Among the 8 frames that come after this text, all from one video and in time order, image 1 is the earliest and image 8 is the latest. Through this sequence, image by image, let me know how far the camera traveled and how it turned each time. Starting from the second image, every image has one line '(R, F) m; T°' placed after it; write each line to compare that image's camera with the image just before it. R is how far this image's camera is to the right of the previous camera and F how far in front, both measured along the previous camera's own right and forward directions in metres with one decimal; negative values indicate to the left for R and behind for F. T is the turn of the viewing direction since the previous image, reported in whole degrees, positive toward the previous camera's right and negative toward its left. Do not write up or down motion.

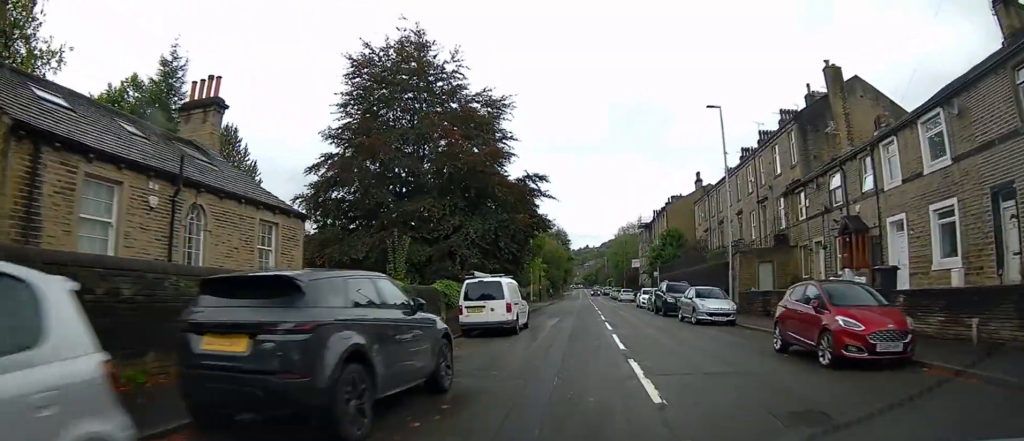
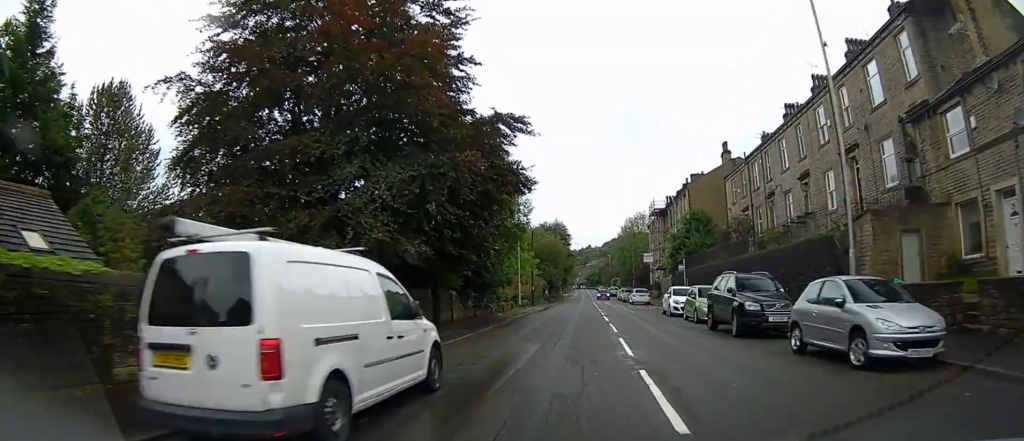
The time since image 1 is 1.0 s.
(+0.1, +12.6) m; 0°
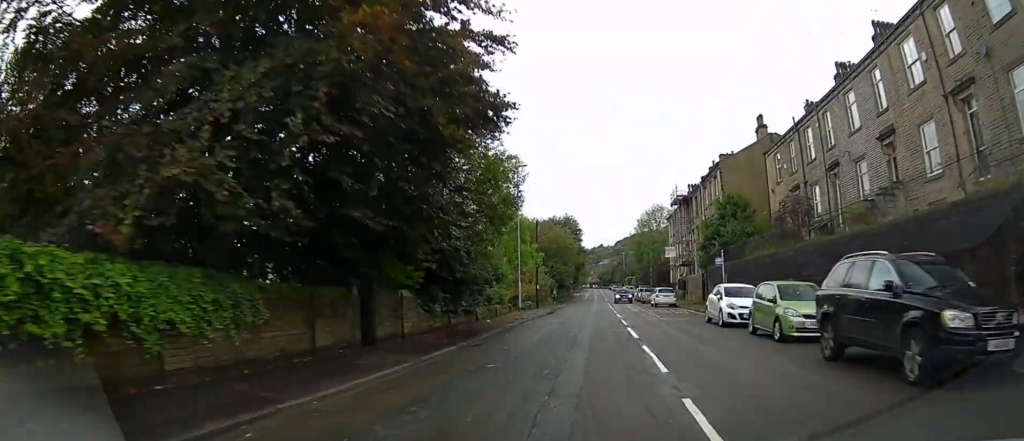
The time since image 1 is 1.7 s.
(+0.1, +8.3) m; -1°
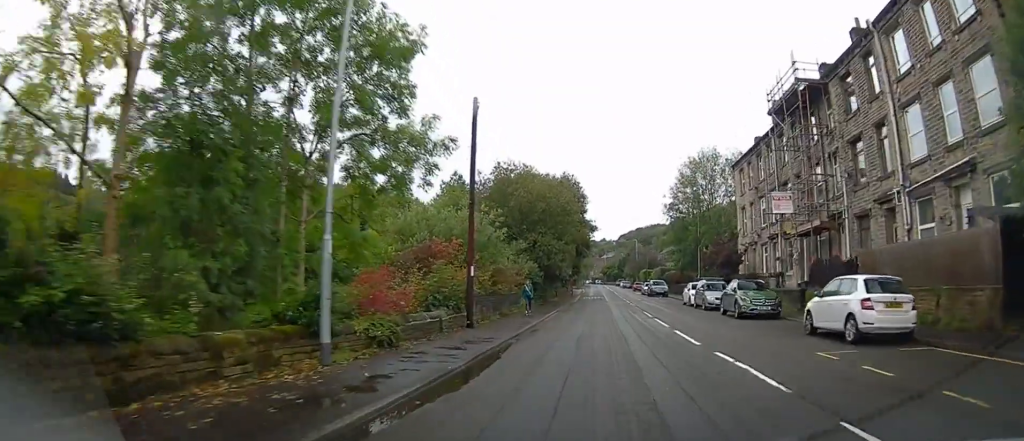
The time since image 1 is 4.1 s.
(-0.1, +30.4) m; 0°
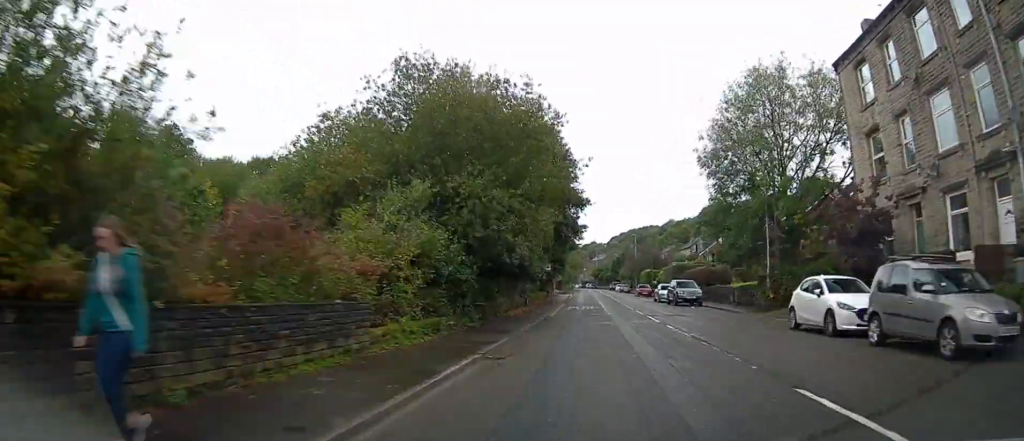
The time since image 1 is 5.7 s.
(-0.1, +21.1) m; 0°
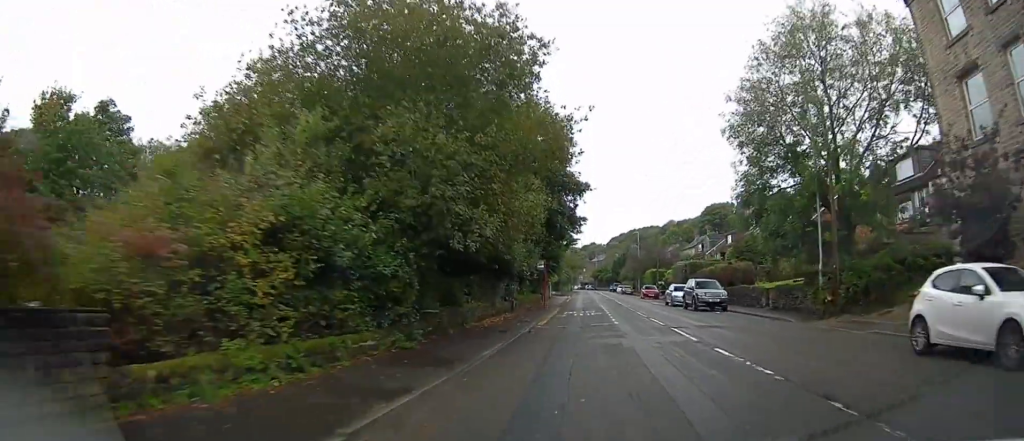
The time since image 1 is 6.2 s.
(0.0, +6.5) m; +1°
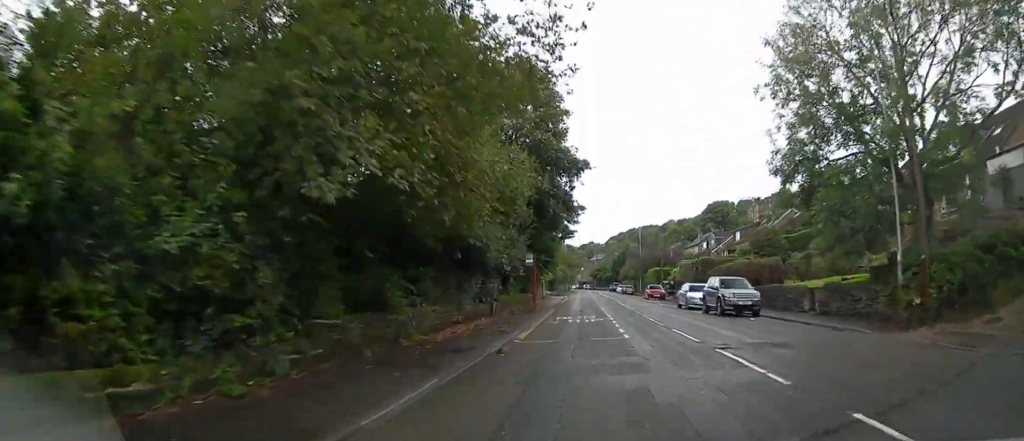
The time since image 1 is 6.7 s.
(-0.1, +5.9) m; +1°
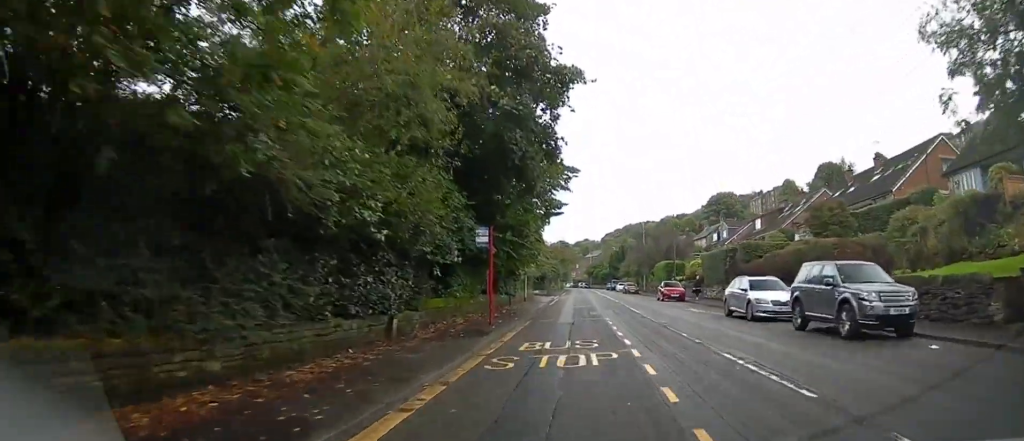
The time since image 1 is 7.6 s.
(+0.2, +12.5) m; 0°
